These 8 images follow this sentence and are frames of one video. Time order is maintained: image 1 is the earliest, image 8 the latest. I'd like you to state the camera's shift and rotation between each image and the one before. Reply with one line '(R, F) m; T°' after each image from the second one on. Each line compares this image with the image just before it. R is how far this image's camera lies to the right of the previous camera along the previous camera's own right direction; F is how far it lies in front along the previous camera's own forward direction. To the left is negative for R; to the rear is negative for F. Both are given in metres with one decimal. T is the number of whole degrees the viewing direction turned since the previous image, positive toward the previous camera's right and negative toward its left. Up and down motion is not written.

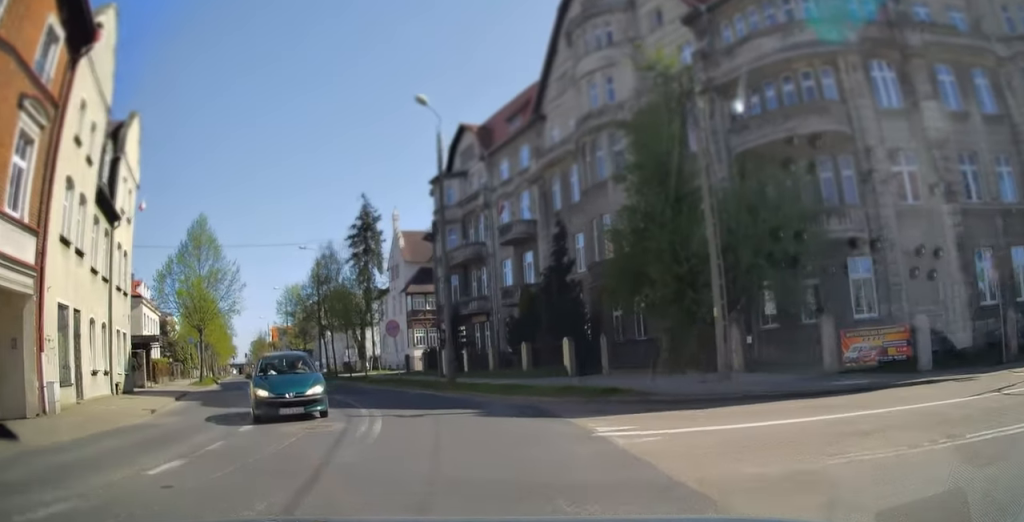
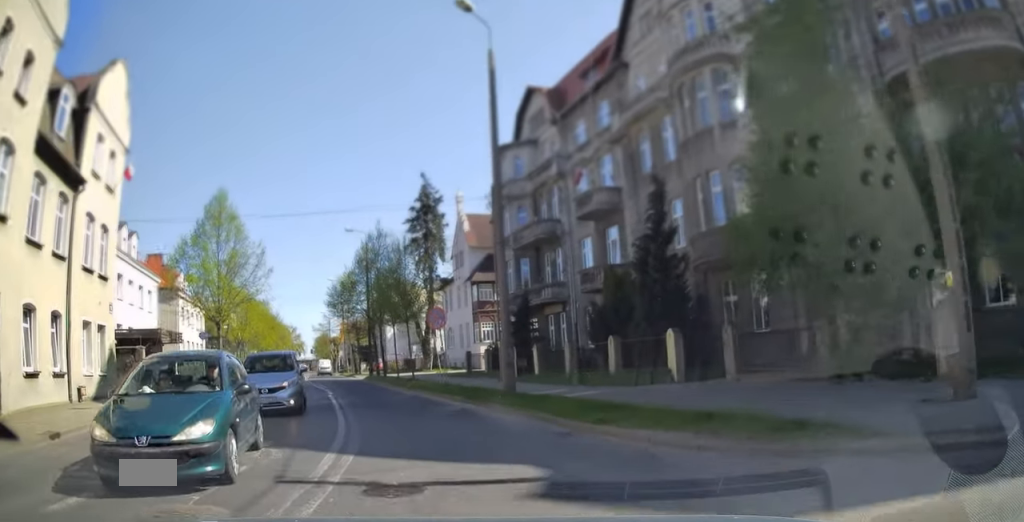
(-0.1, +6.9) m; -4°
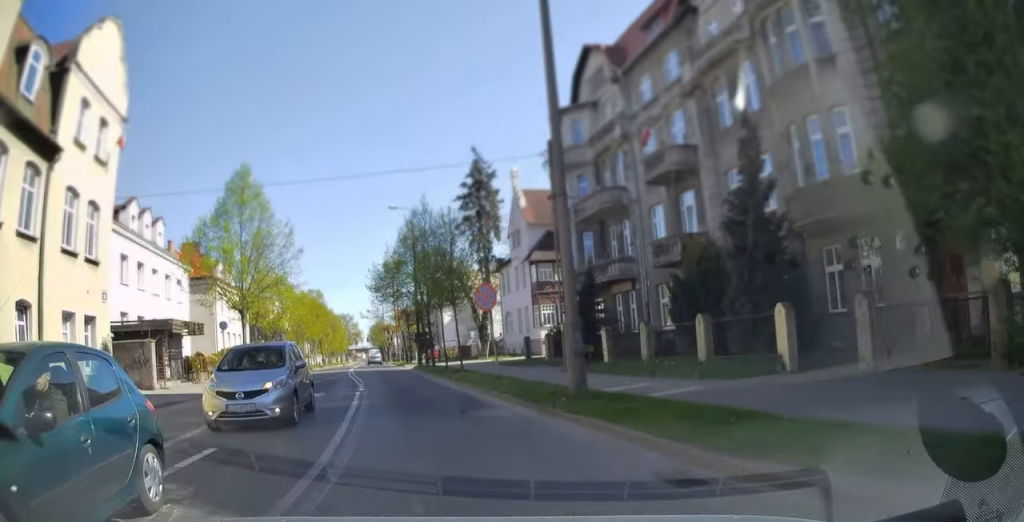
(-0.2, +4.0) m; -4°
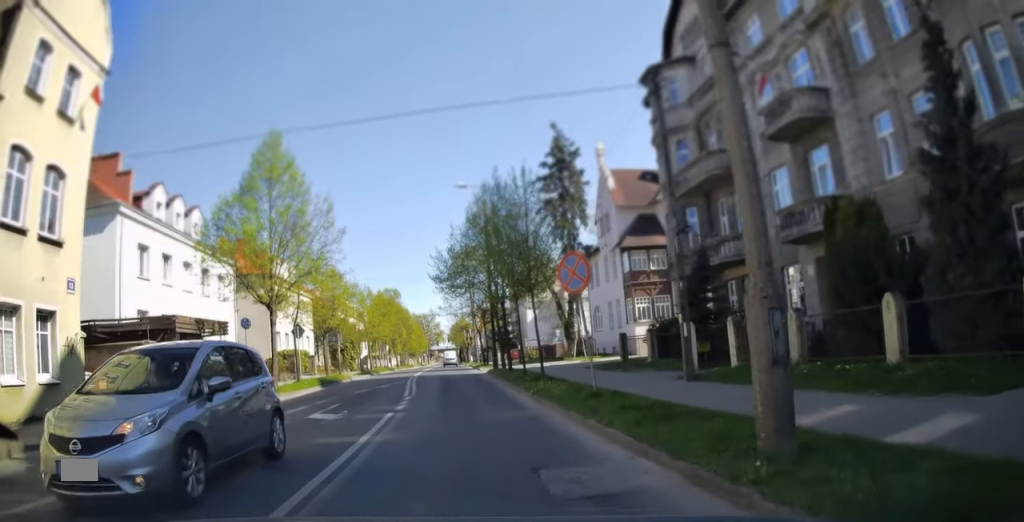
(-0.2, +5.9) m; -6°
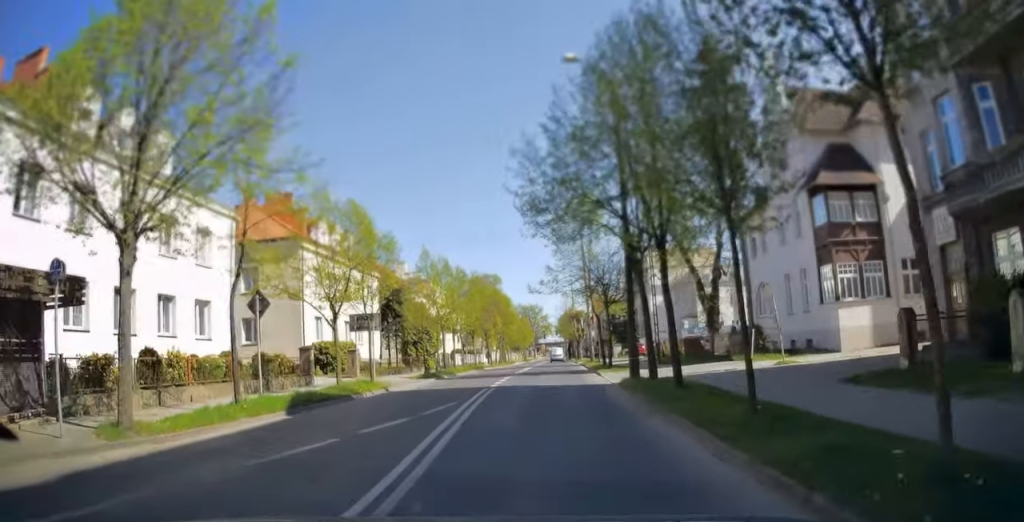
(-1.8, +15.2) m; -13°
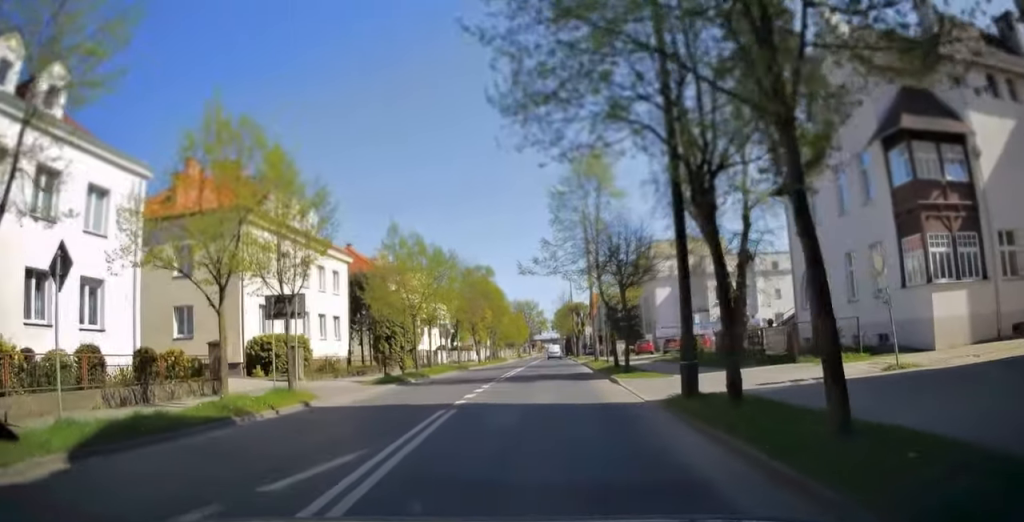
(-0.6, +7.6) m; -2°
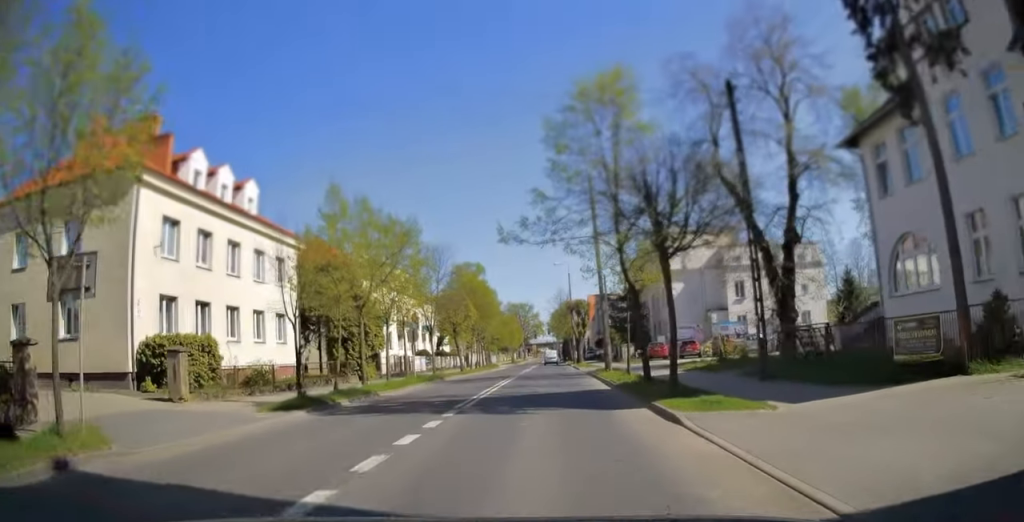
(0.0, +9.0) m; 0°
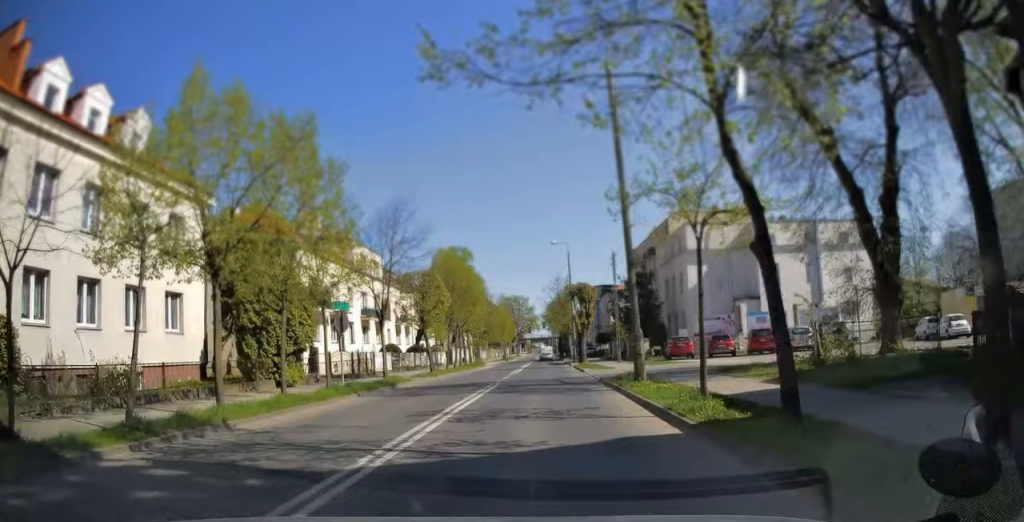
(0.0, +10.9) m; 0°
